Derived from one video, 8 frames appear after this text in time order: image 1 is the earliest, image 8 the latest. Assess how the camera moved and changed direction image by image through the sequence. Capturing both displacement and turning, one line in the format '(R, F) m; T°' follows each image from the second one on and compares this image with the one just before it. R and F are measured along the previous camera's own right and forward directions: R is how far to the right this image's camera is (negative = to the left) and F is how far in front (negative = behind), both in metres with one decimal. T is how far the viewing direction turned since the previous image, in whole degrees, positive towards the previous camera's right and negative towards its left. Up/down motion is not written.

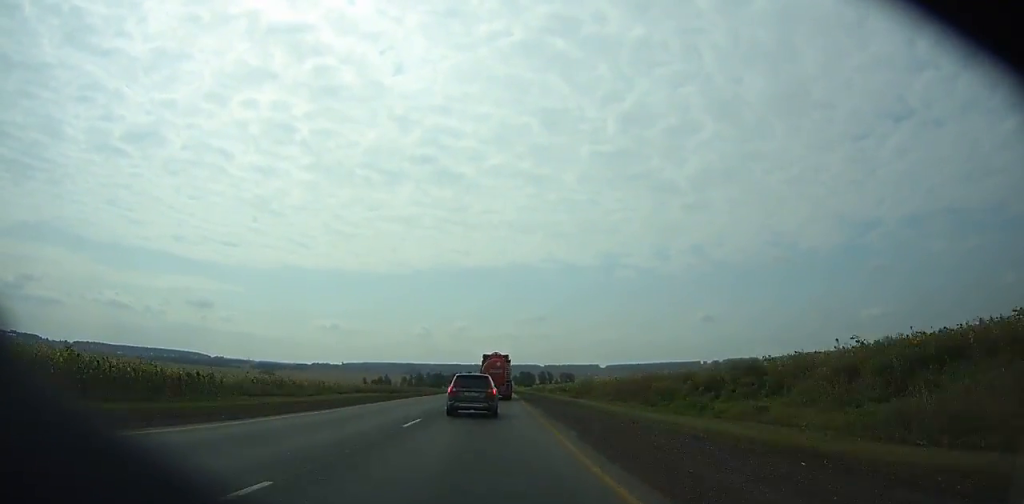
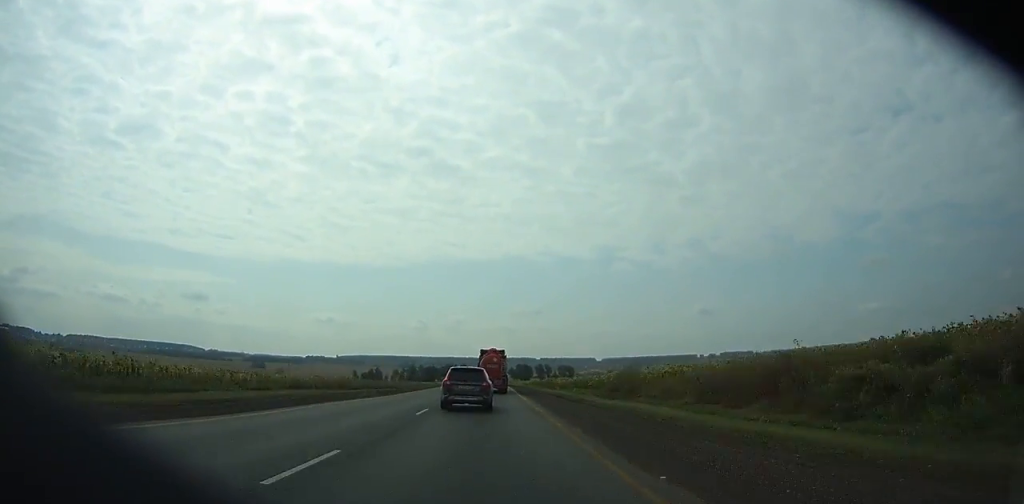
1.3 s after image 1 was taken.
(-0.1, +22.5) m; 0°
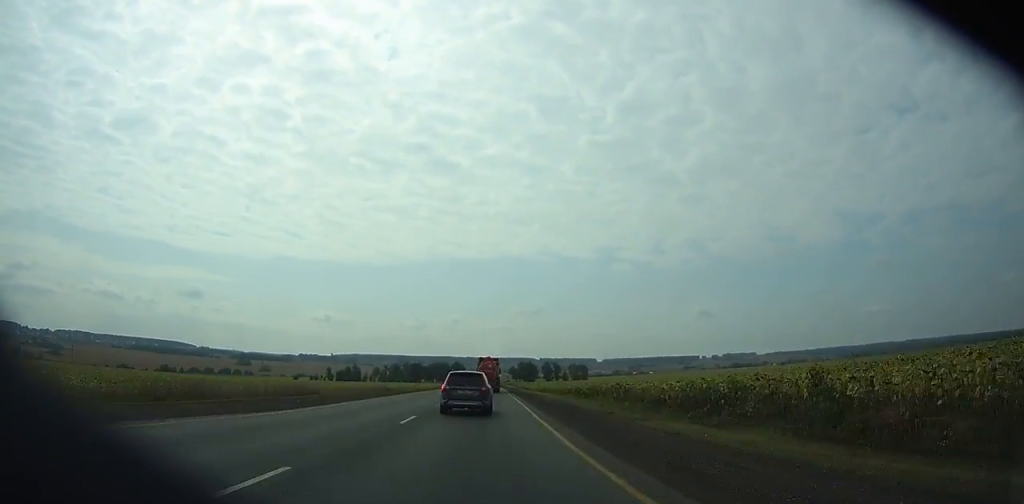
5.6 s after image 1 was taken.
(+0.4, +73.7) m; 0°
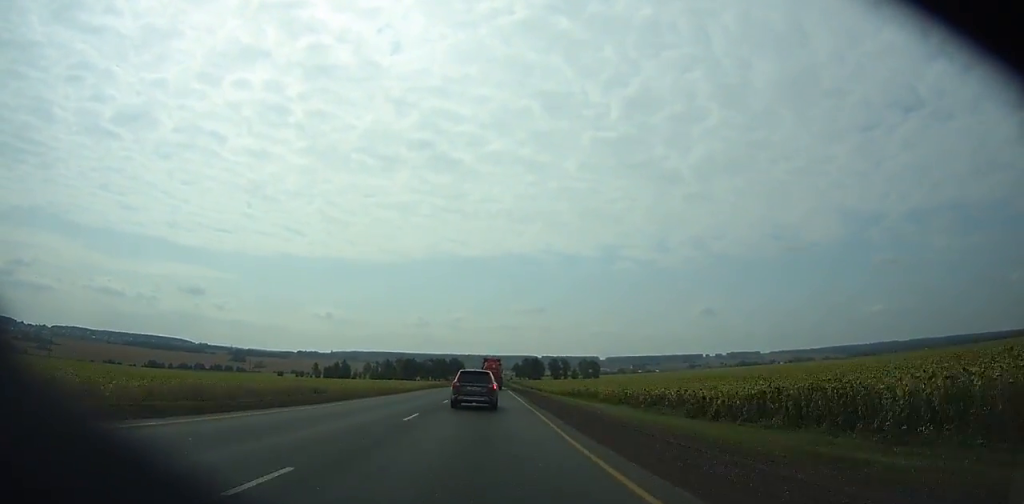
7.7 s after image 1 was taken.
(-0.1, +36.2) m; 0°
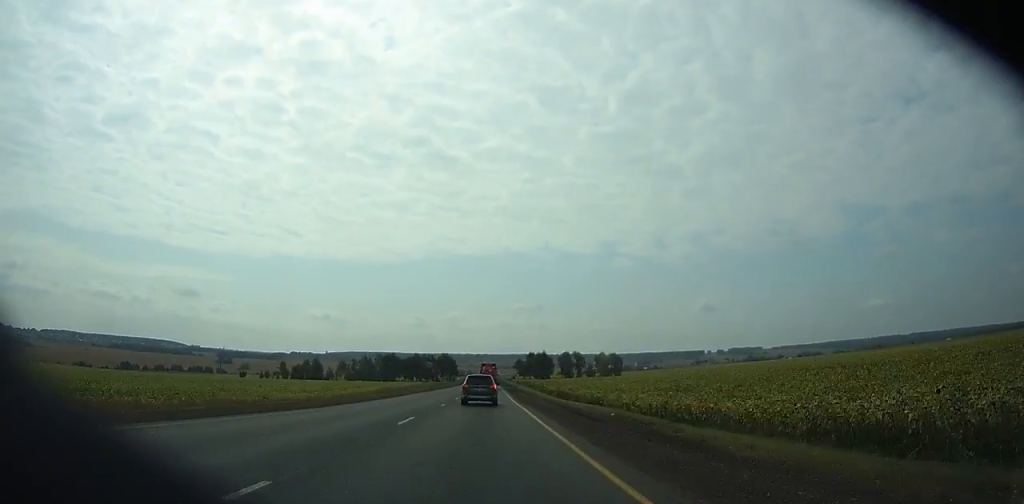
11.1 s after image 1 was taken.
(+0.1, +60.2) m; 0°
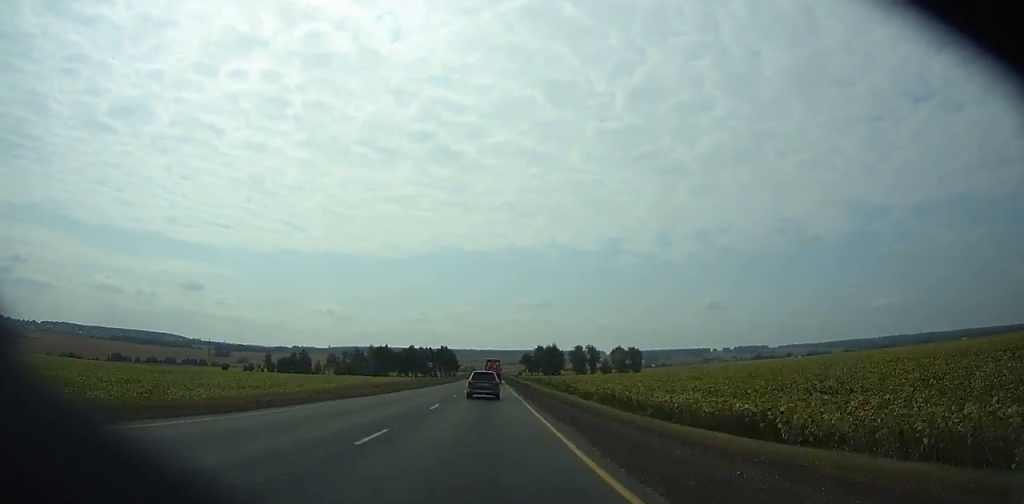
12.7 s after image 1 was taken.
(0.0, +29.3) m; 0°
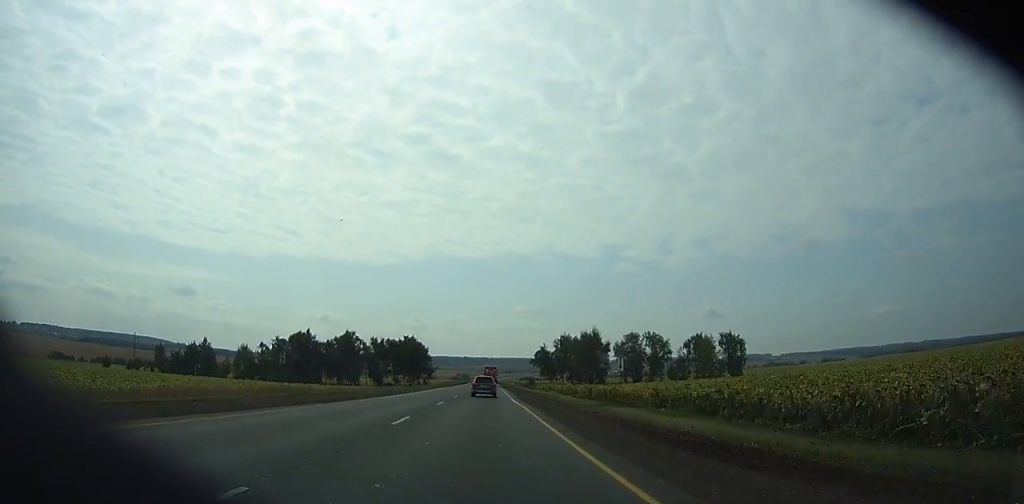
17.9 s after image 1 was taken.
(0.0, +101.2) m; 0°
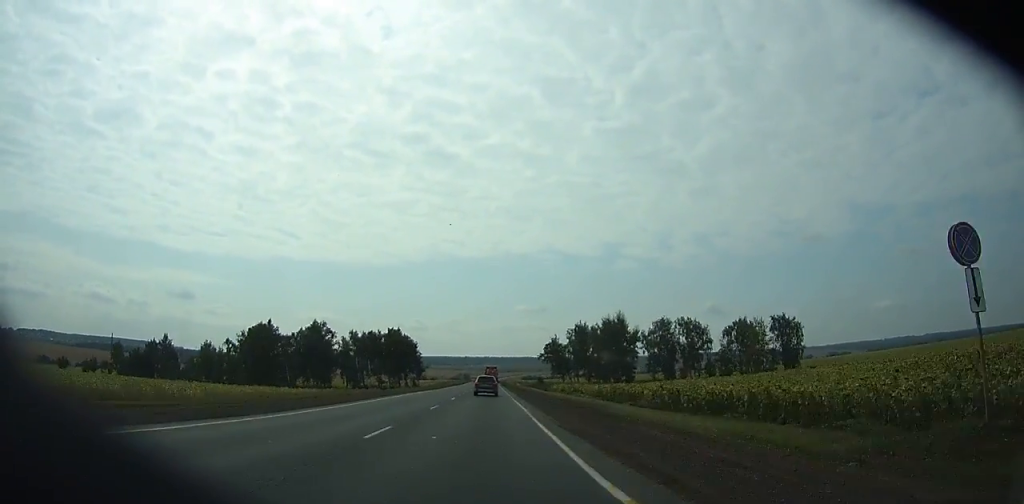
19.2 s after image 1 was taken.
(0.0, +26.3) m; 0°
